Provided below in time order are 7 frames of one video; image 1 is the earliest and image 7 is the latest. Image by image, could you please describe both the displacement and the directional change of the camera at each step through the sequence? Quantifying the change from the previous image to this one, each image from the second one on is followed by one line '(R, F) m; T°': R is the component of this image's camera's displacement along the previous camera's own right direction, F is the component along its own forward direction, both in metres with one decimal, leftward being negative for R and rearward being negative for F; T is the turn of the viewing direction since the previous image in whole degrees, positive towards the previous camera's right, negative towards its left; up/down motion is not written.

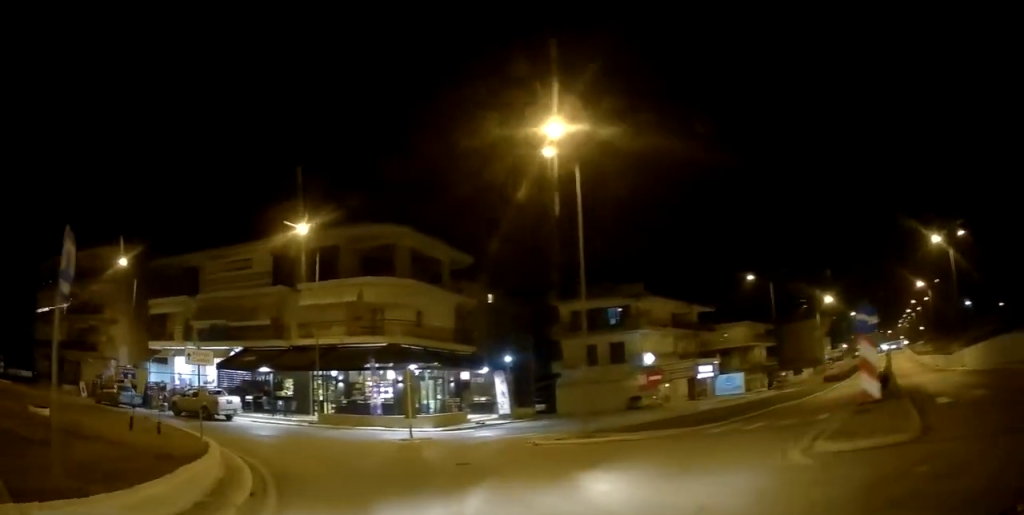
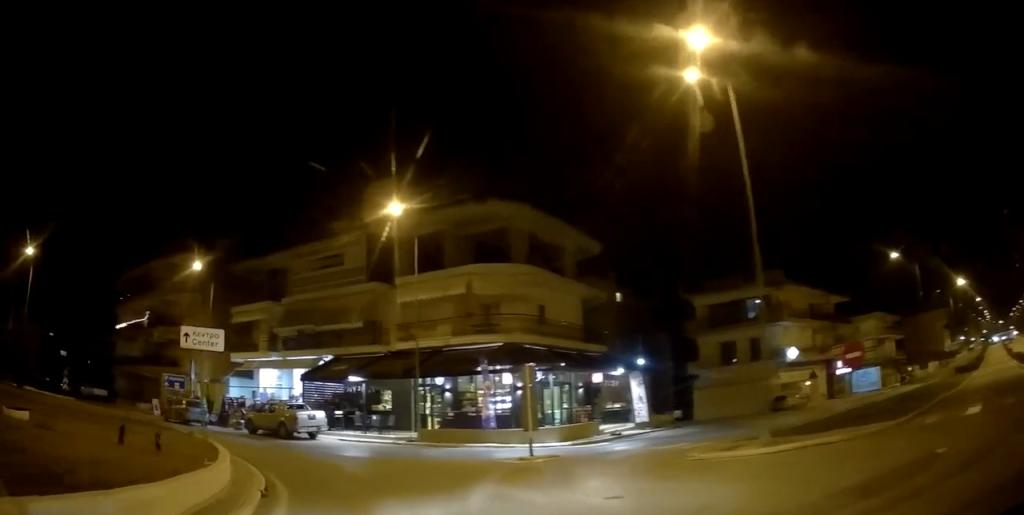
(-0.5, +5.1) m; -12°
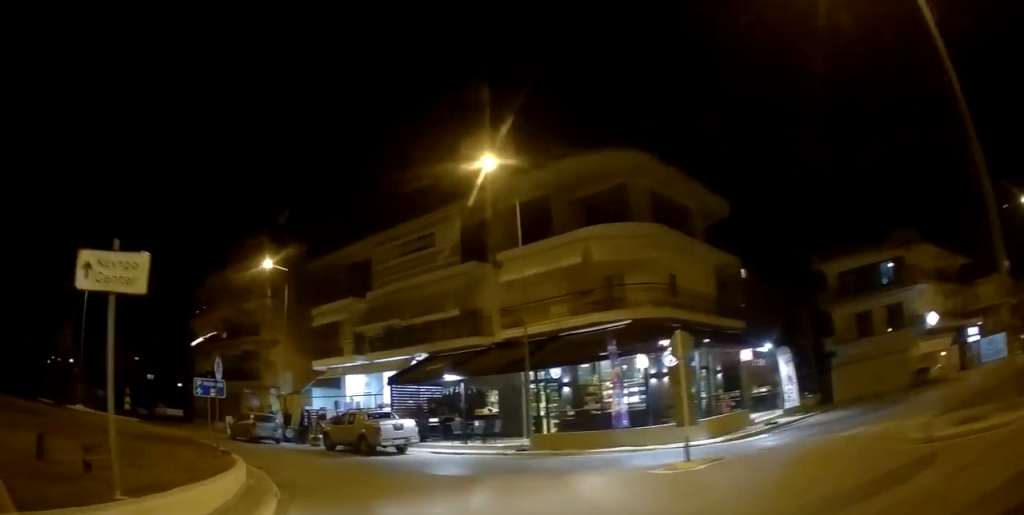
(-0.6, +5.0) m; -9°
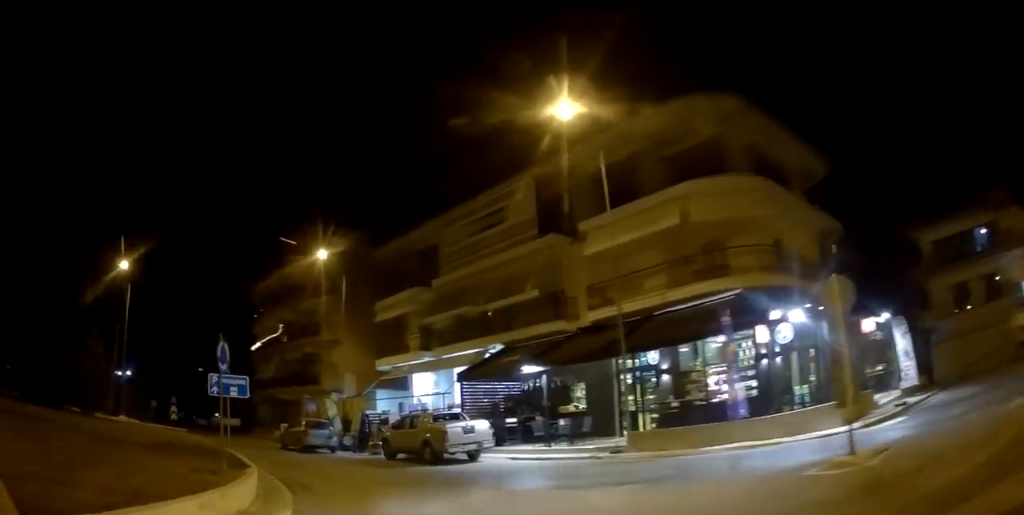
(-0.2, +3.5) m; -7°
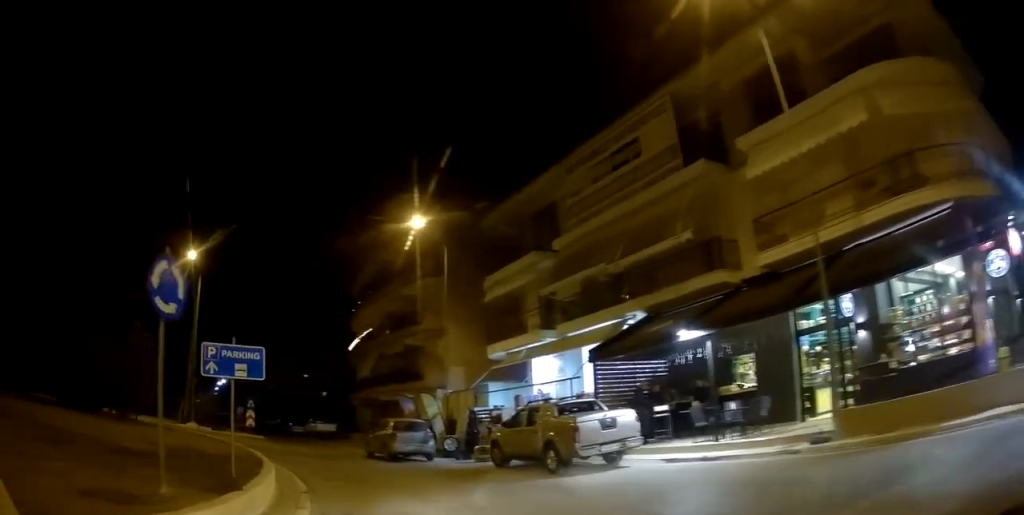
(0.0, +5.5) m; -12°
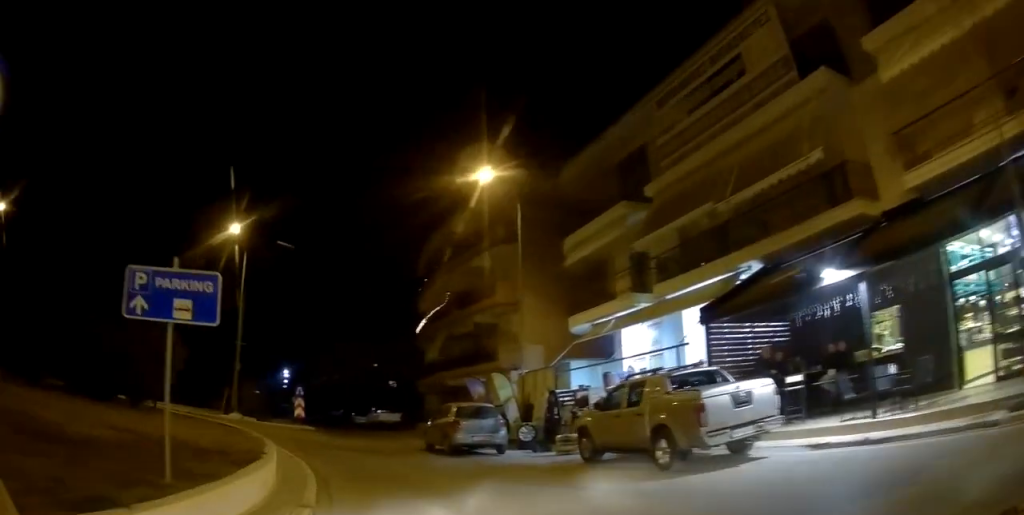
(-0.8, +3.8) m; -6°
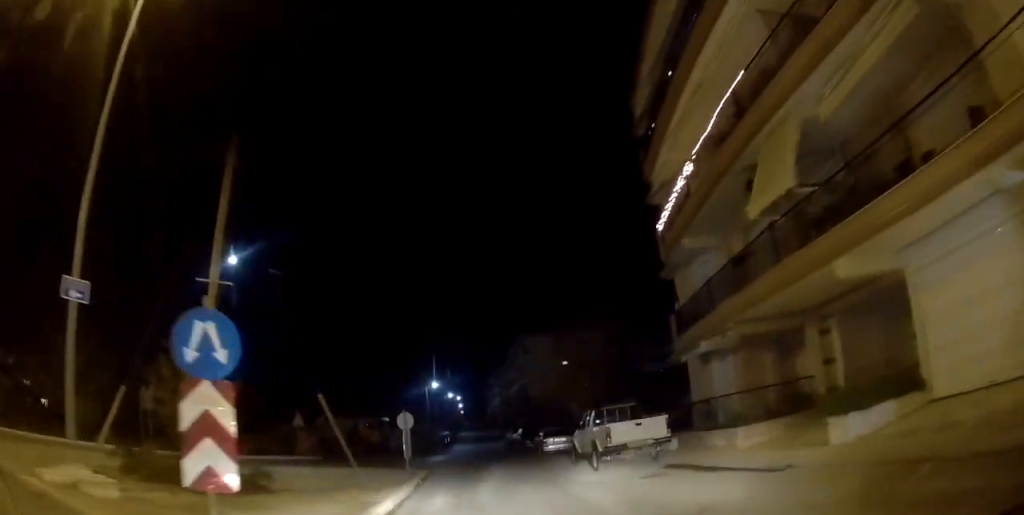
(-4.0, +25.3) m; -12°
